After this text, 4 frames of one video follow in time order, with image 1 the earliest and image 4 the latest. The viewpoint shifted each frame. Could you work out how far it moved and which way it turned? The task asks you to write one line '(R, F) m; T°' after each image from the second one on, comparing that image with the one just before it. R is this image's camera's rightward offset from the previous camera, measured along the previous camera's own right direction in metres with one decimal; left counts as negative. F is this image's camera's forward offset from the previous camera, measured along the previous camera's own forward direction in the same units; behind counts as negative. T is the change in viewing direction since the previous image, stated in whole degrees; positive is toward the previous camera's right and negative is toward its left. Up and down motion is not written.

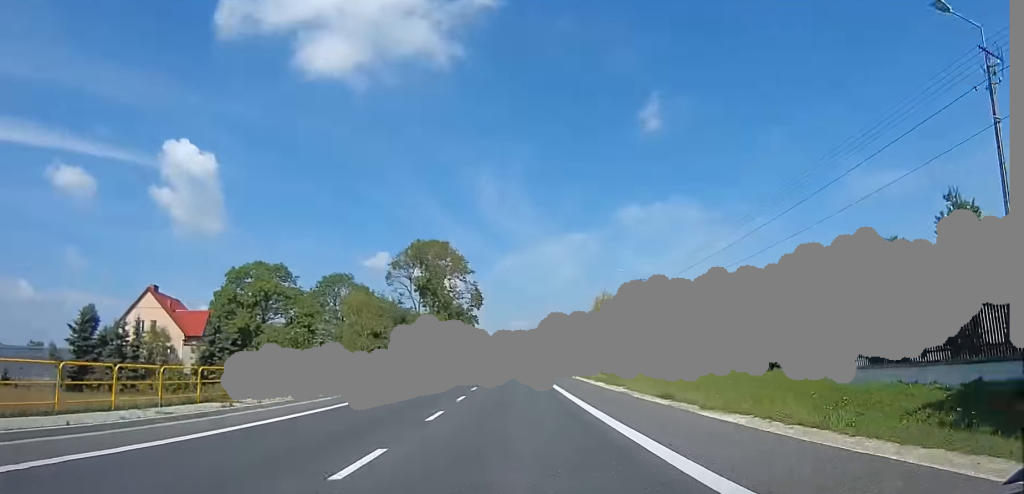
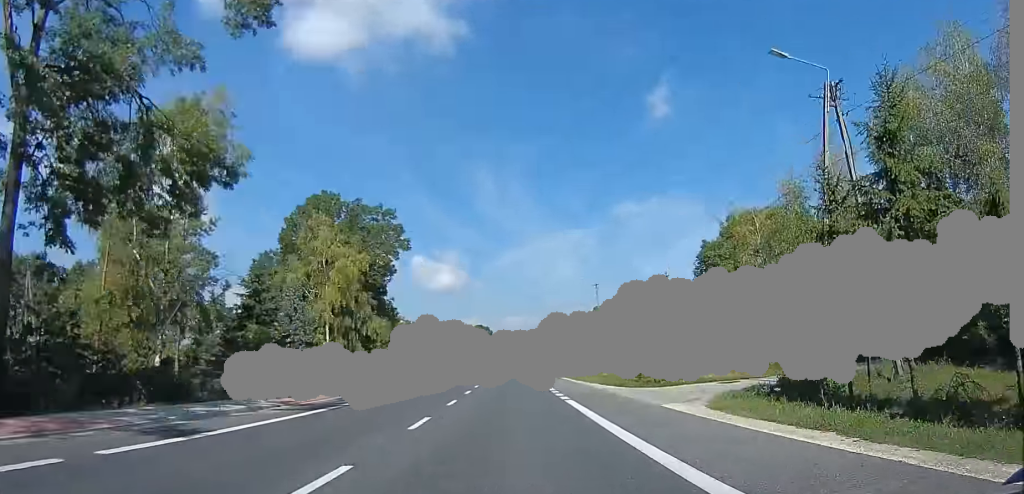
(0.0, +82.1) m; 0°
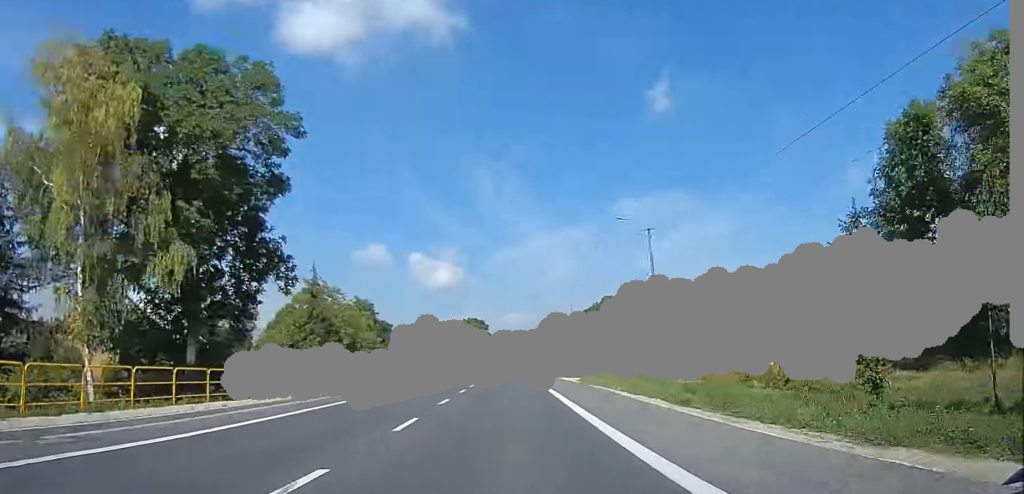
(0.0, +23.1) m; 0°
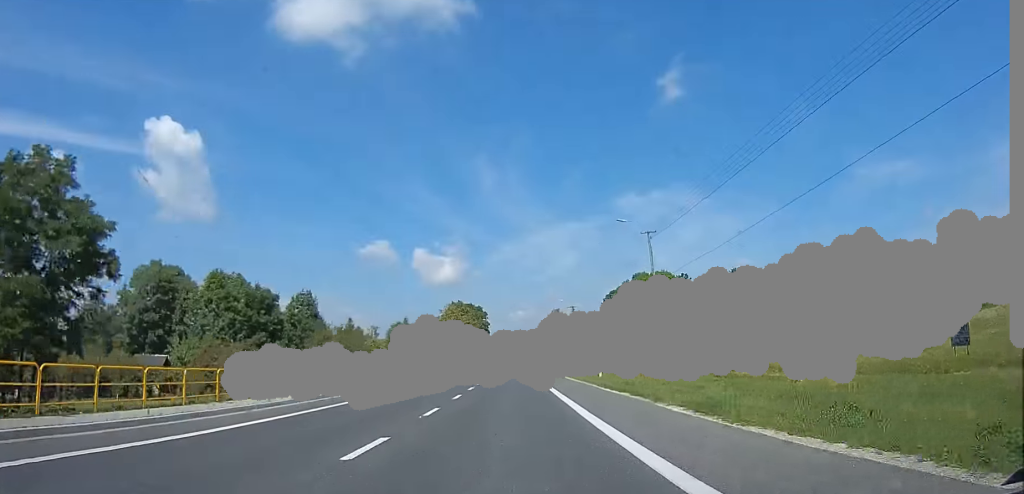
(+0.3, +43.5) m; 0°
